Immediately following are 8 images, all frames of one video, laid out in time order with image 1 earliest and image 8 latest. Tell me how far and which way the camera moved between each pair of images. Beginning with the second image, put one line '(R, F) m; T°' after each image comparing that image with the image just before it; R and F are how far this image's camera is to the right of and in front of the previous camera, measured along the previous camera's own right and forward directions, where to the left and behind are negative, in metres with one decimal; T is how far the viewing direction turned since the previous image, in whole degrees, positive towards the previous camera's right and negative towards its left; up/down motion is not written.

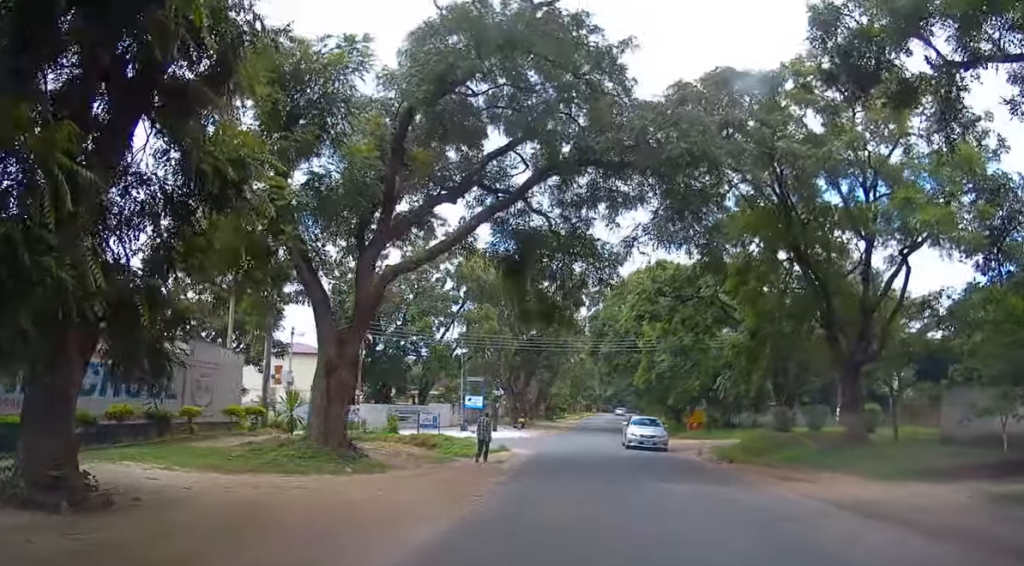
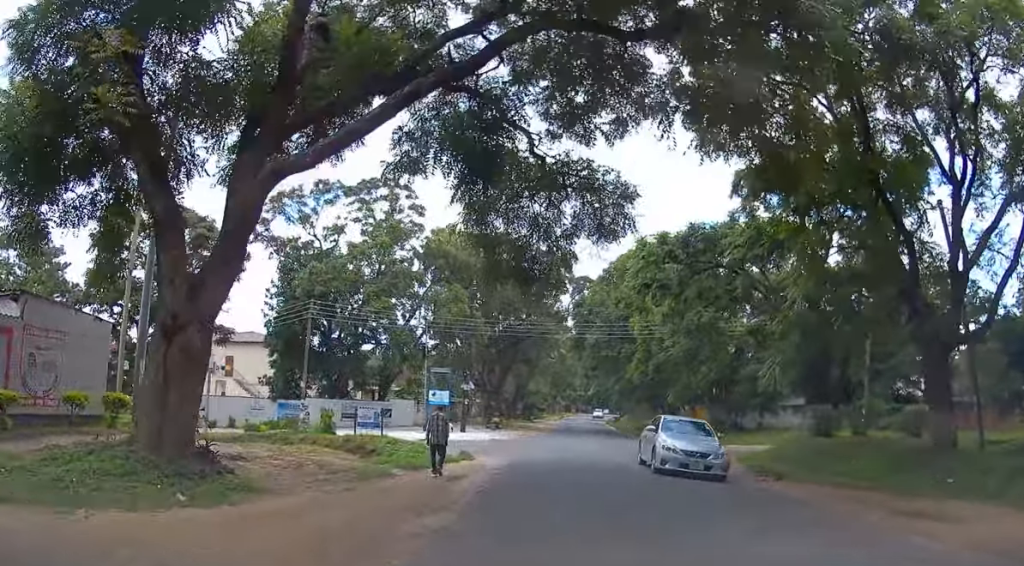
(0.0, +7.3) m; 0°
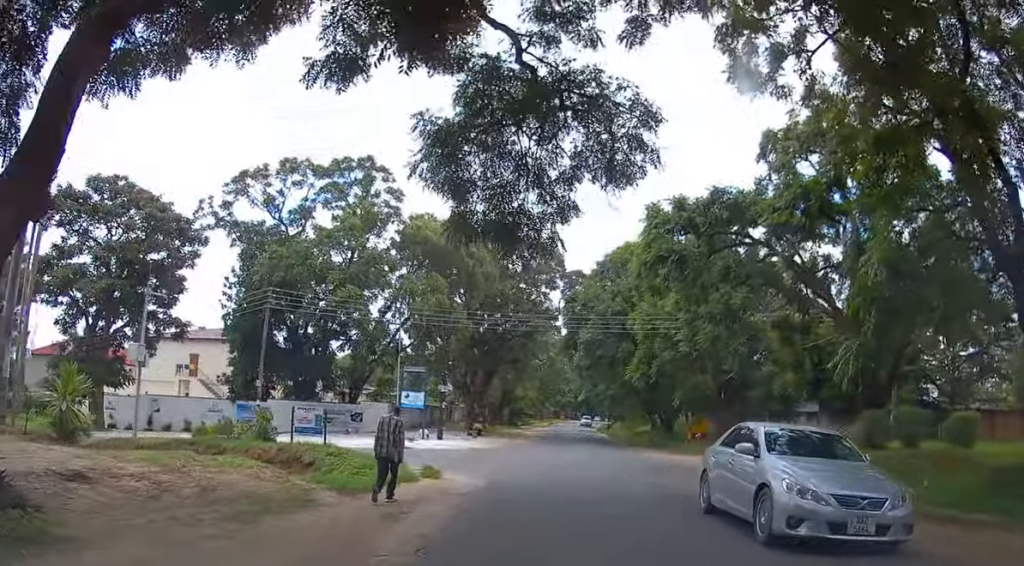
(0.0, +5.1) m; 0°
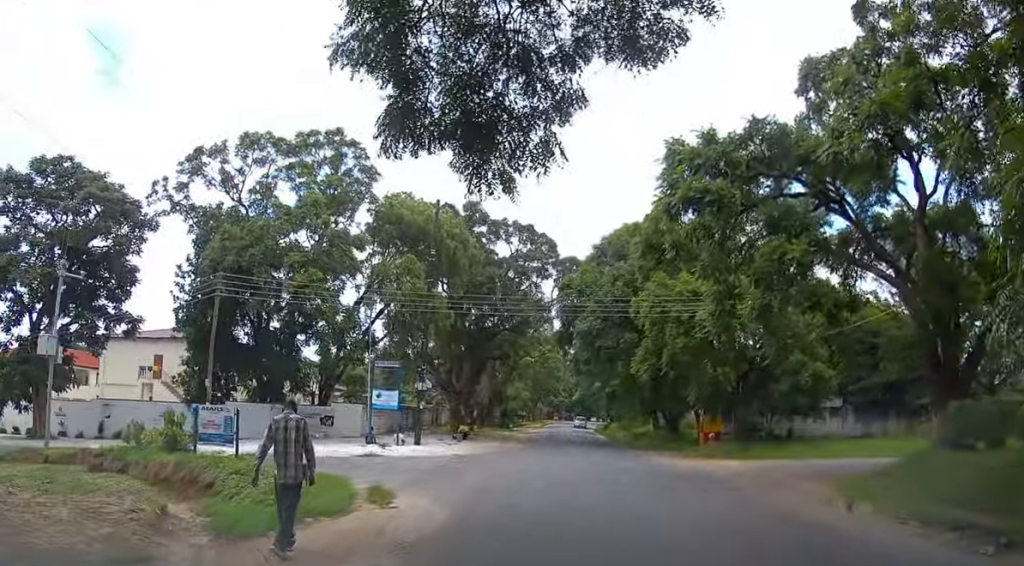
(0.0, +5.2) m; +1°
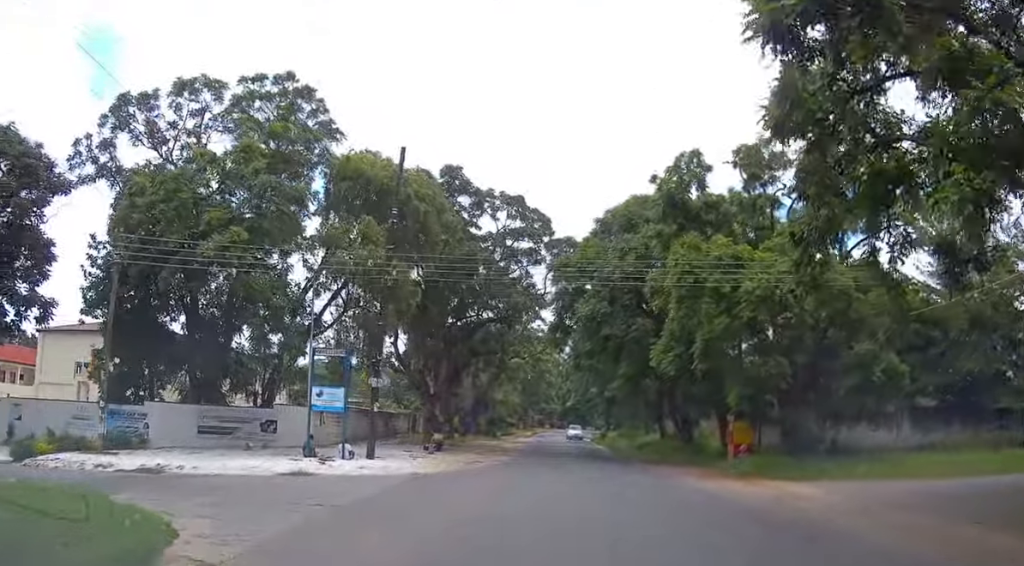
(+0.2, +8.1) m; +1°
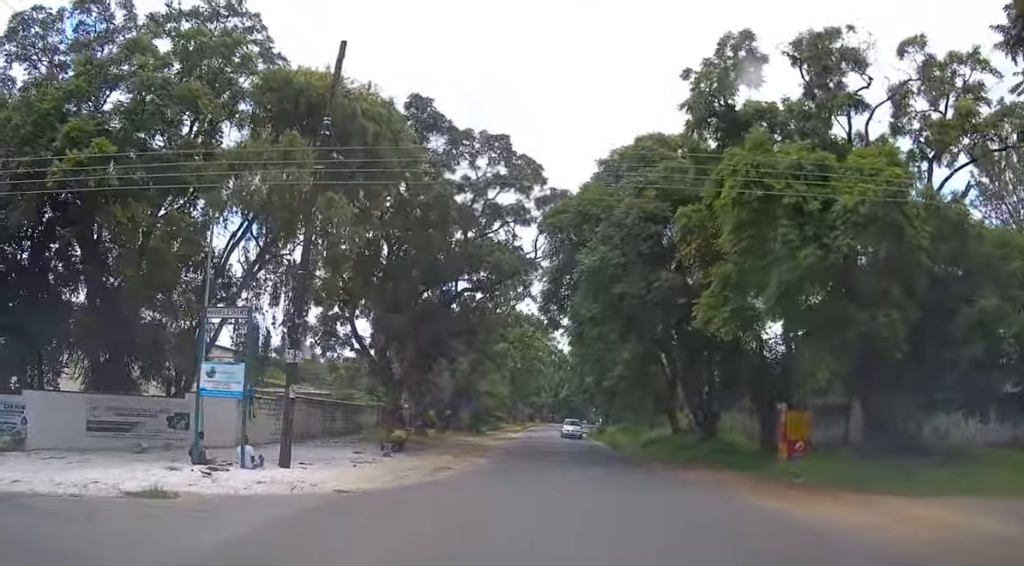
(0.0, +8.3) m; 0°
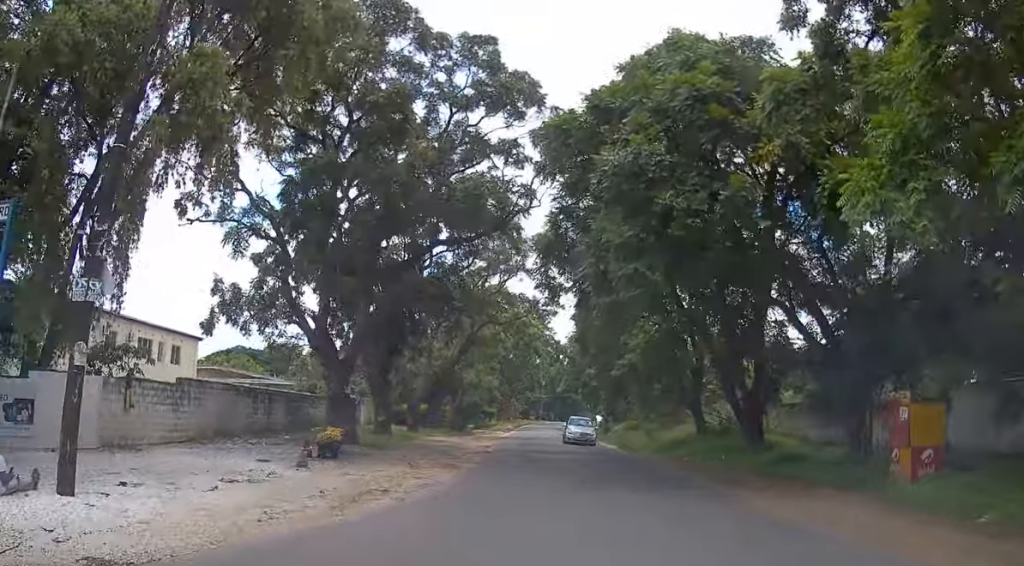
(0.0, +9.0) m; 0°
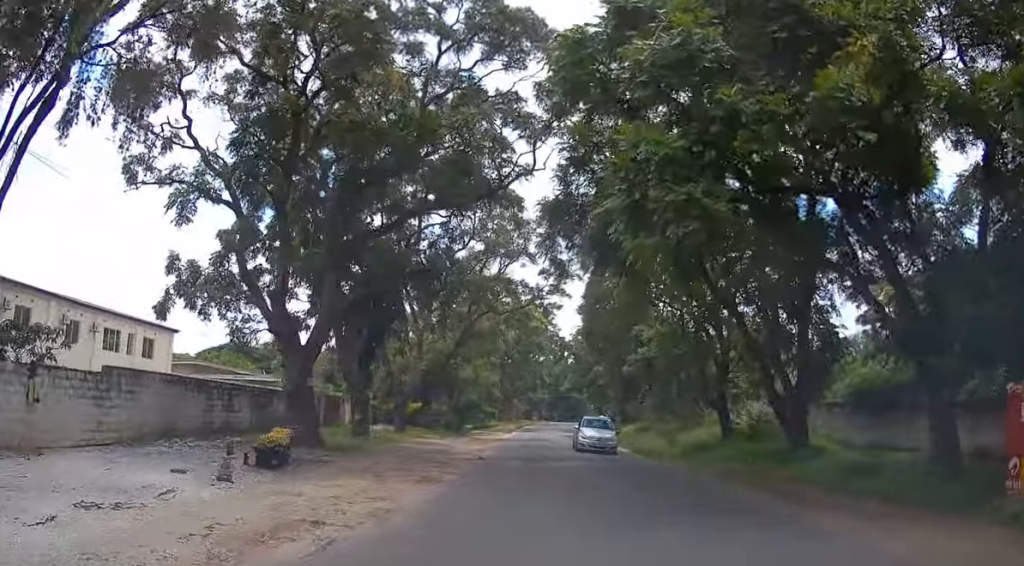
(0.0, +4.7) m; 0°
